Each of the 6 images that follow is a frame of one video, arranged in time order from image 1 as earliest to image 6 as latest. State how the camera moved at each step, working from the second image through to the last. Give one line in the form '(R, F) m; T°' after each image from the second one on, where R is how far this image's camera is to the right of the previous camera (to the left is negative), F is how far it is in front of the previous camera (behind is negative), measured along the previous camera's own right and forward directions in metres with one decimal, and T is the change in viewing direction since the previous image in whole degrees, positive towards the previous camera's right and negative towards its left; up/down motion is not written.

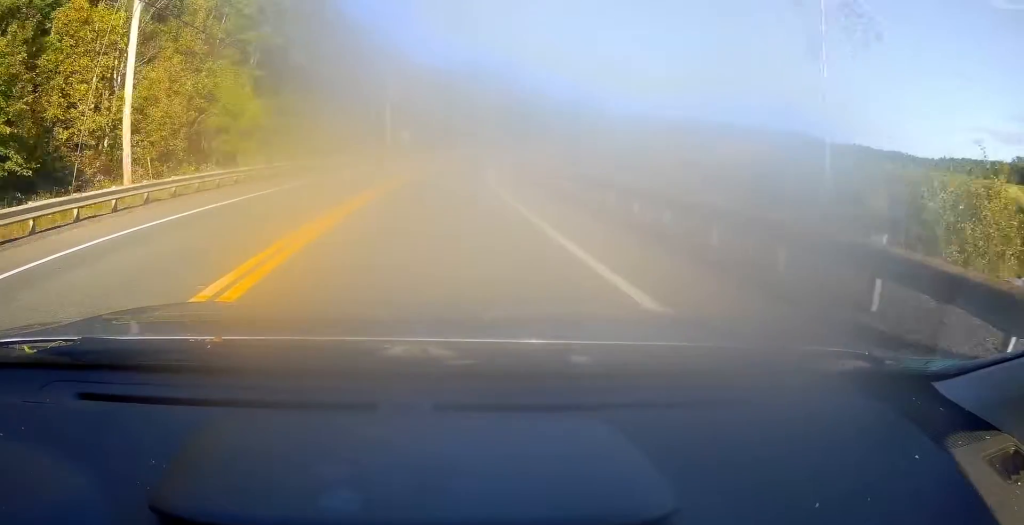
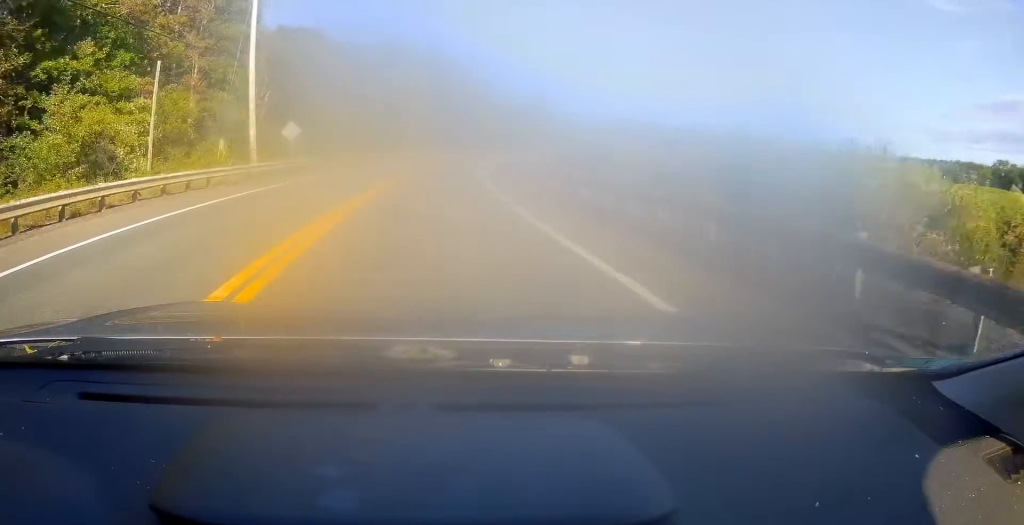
(+1.3, +29.0) m; +6°
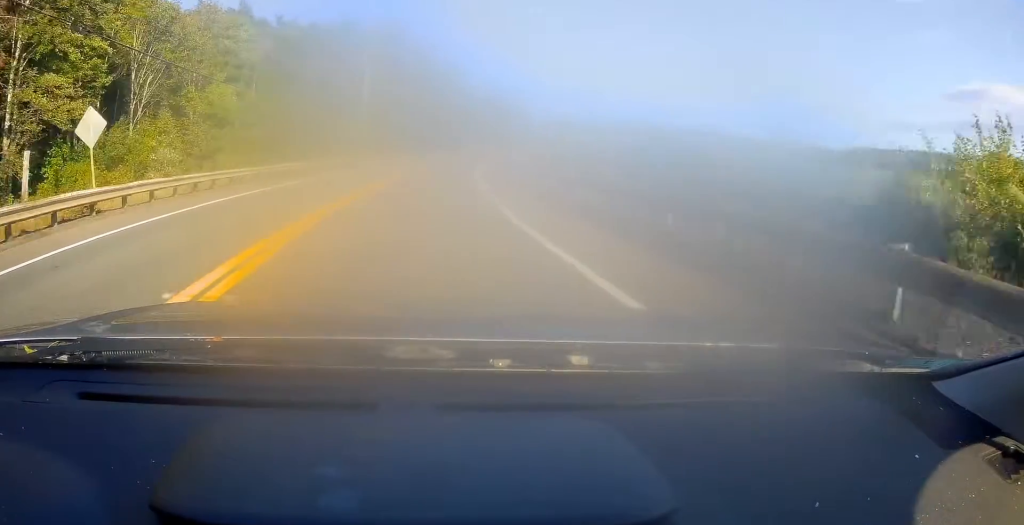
(+0.7, +18.2) m; +4°
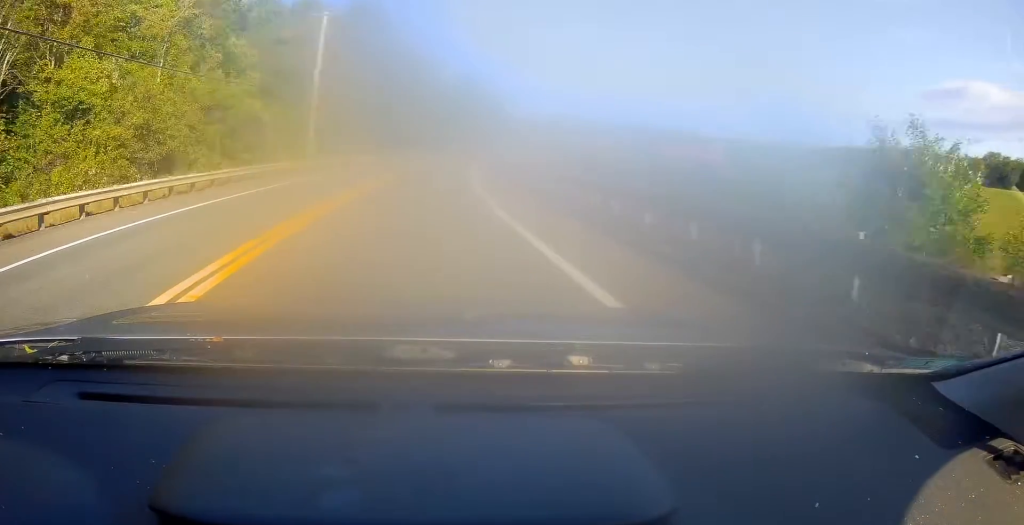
(+0.4, +11.4) m; +3°
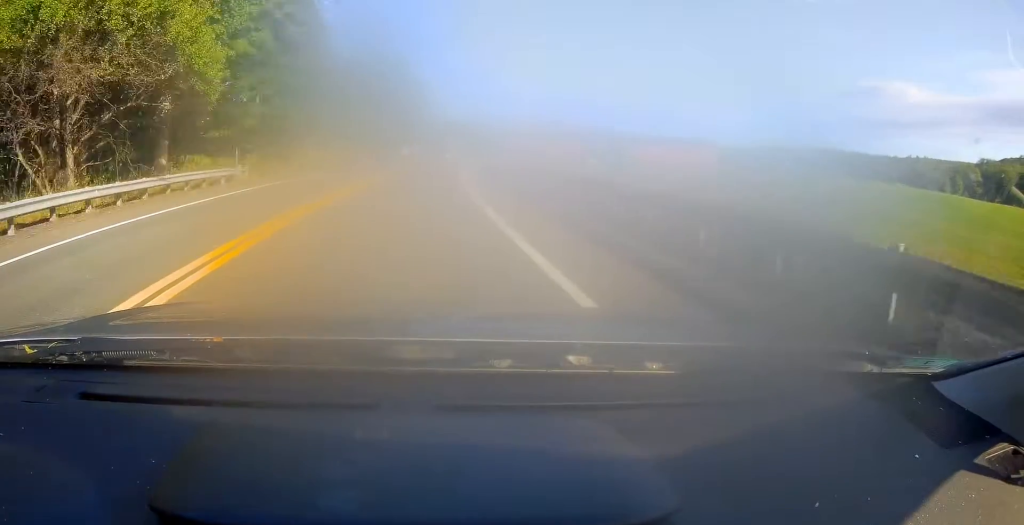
(+7.5, +61.5) m; +13°
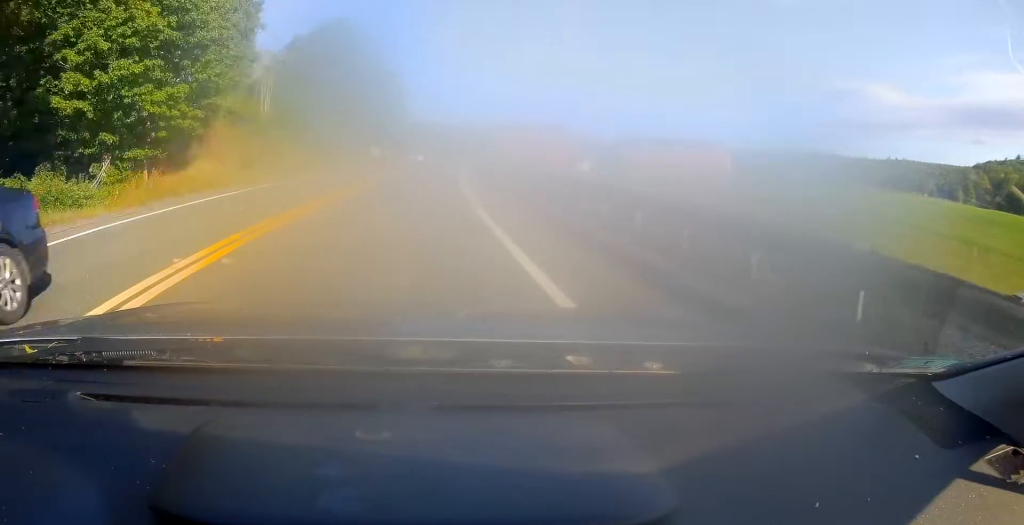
(+0.2, +18.0) m; +3°
